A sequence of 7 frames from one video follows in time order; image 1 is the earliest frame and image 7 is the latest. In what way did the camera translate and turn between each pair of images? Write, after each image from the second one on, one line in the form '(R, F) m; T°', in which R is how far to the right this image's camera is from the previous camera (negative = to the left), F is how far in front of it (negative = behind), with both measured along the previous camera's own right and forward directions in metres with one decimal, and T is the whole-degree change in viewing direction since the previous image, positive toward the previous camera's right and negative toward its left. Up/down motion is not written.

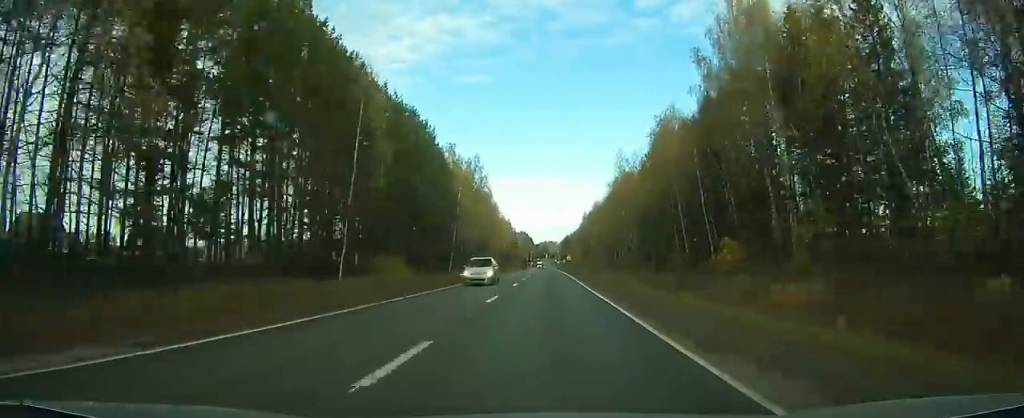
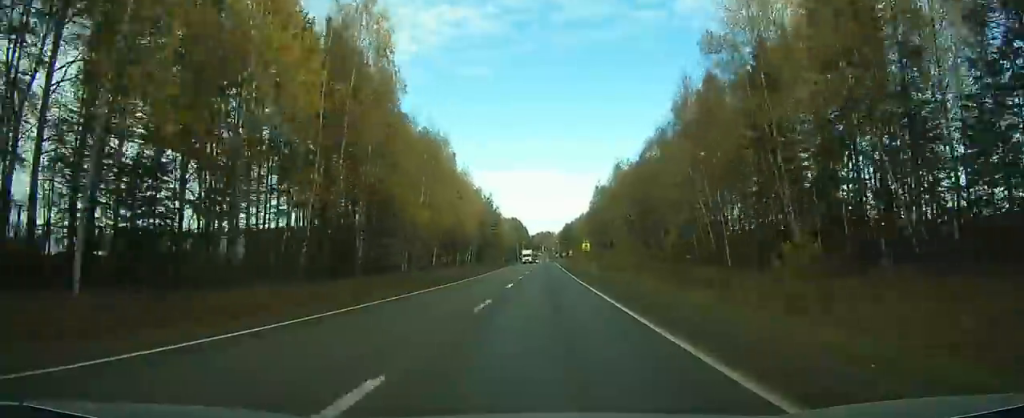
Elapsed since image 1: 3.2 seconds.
(0.0, +75.4) m; 0°
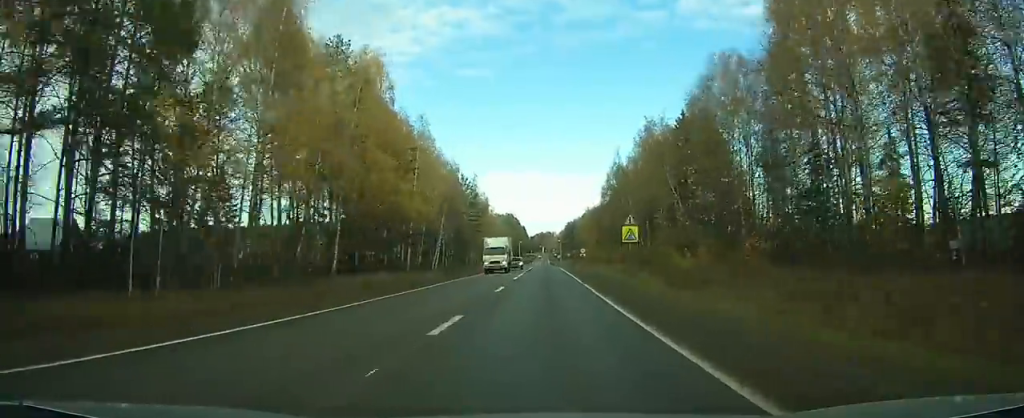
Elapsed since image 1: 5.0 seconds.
(-0.1, +41.5) m; 0°
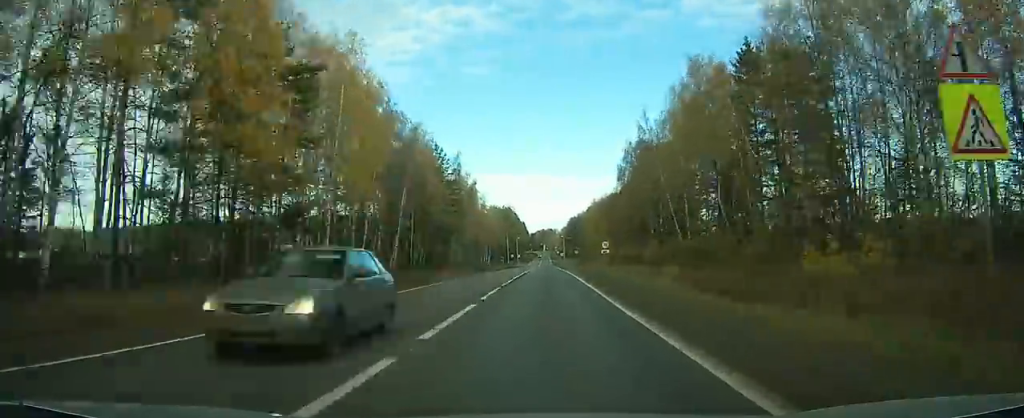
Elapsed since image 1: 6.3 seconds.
(+0.2, +29.7) m; 0°
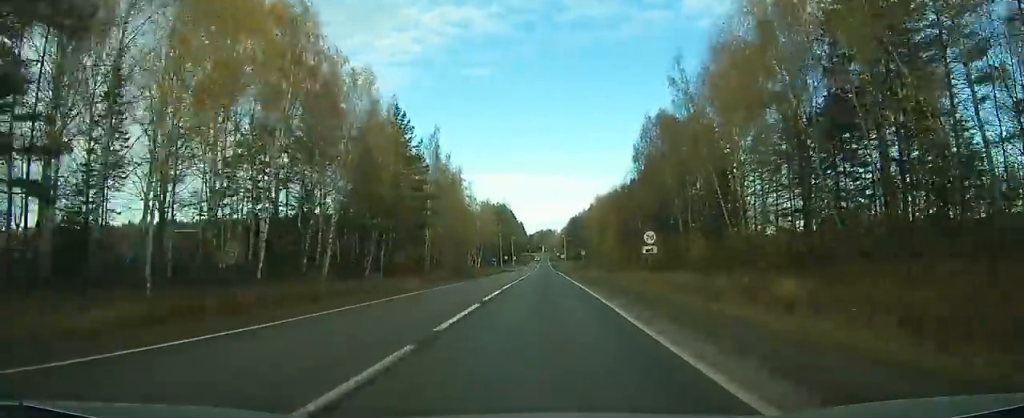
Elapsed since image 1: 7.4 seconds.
(+0.1, +23.0) m; 0°
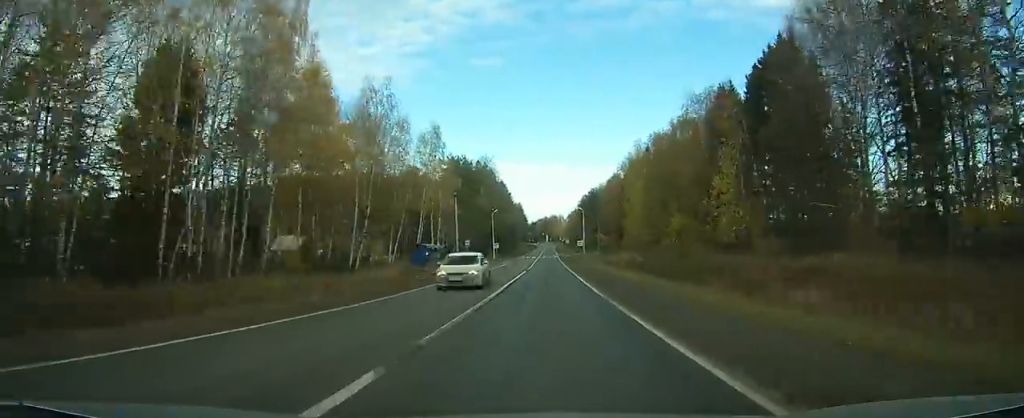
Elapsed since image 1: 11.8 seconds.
(-0.8, +86.5) m; -1°
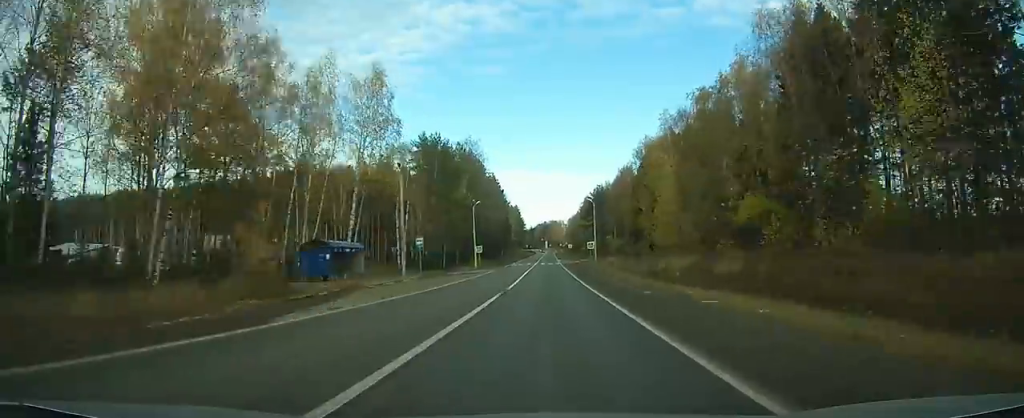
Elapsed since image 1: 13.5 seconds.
(+0.1, +29.6) m; 0°
